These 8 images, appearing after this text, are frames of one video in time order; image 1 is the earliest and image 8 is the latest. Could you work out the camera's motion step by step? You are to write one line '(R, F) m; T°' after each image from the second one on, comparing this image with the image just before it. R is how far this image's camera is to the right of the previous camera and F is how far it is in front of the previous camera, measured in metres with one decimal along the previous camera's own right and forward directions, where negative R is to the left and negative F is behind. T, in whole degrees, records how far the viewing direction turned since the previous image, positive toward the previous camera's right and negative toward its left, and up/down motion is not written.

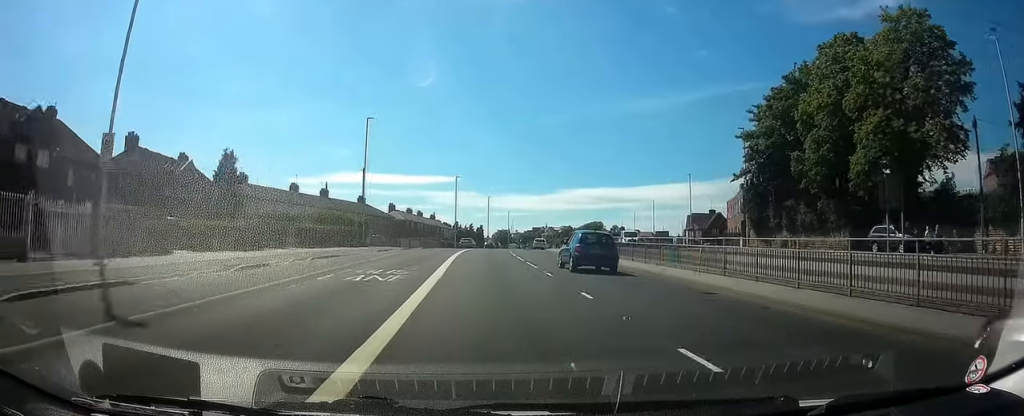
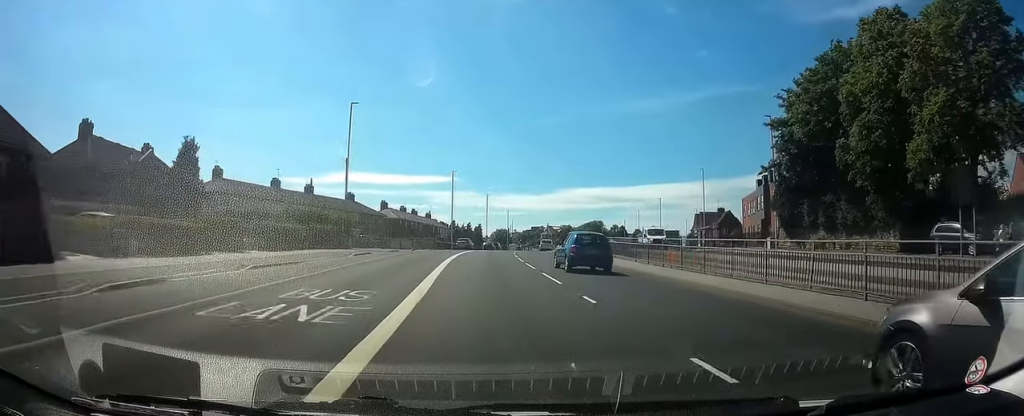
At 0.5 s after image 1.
(0.0, +6.4) m; 0°
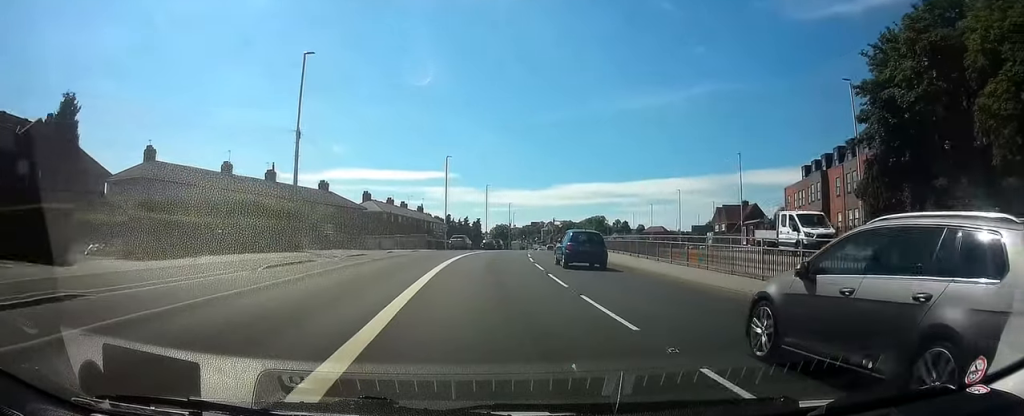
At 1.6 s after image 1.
(0.0, +13.7) m; 0°
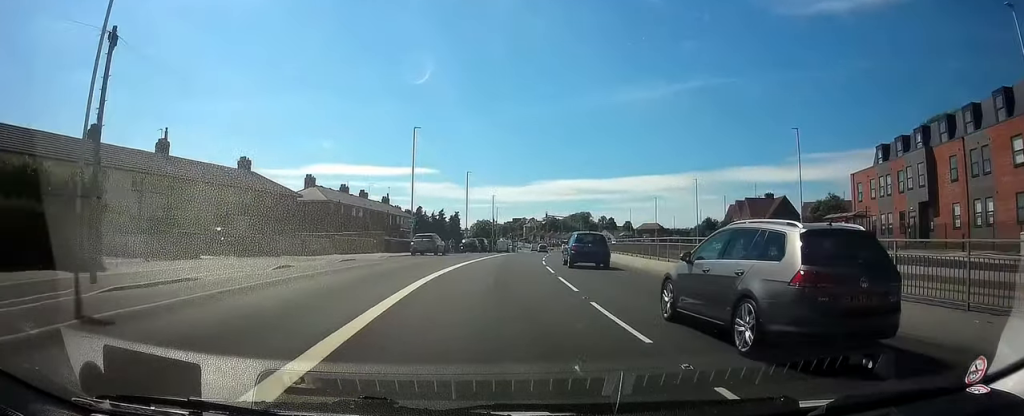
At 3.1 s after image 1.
(+0.5, +19.8) m; +3°
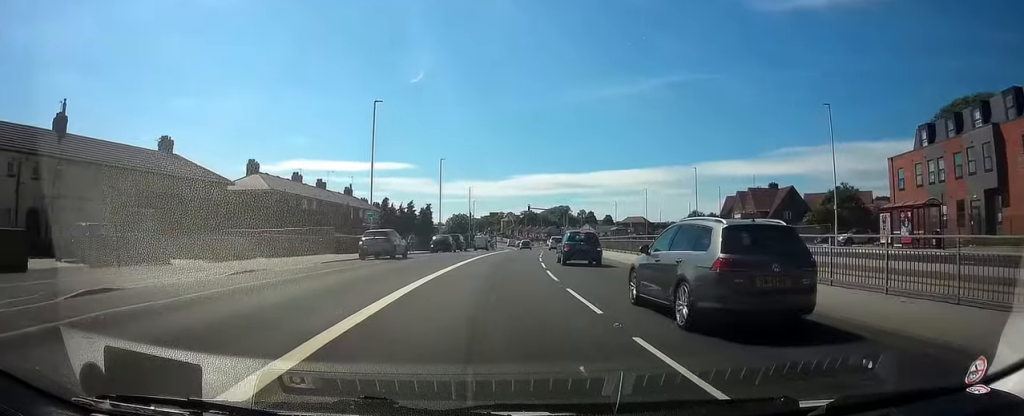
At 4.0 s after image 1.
(+0.1, +10.5) m; +1°
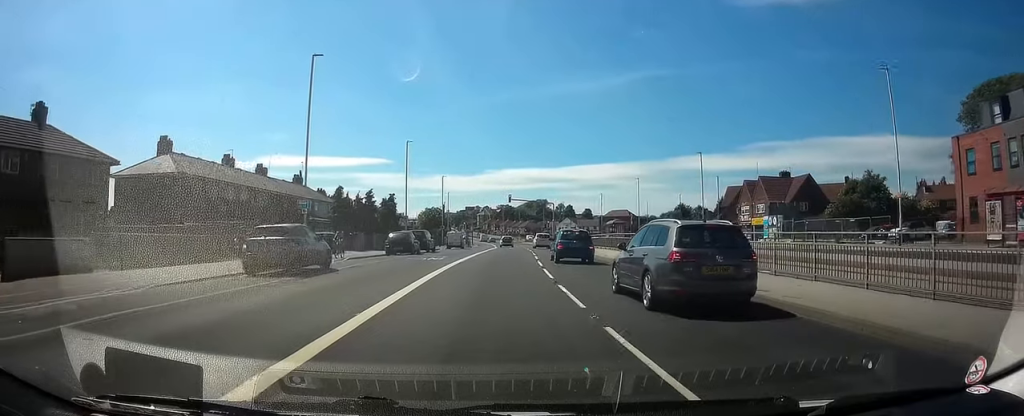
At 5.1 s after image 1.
(0.0, +12.3) m; +1°
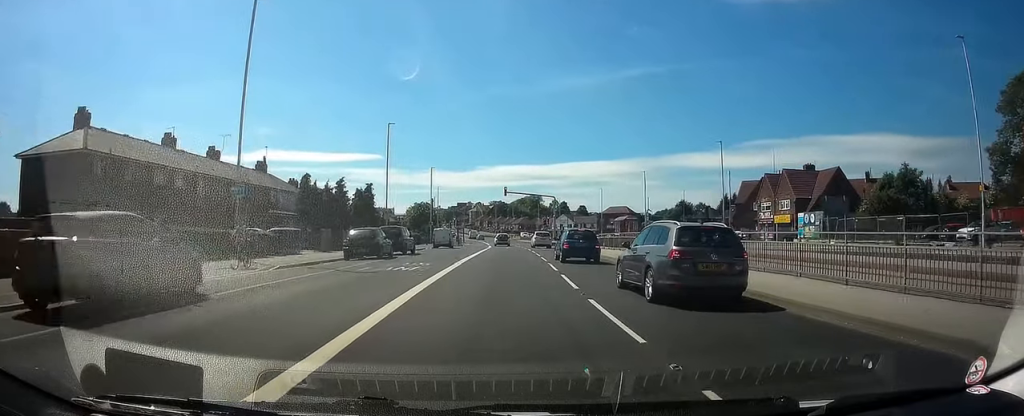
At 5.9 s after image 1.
(+0.2, +9.5) m; +2°
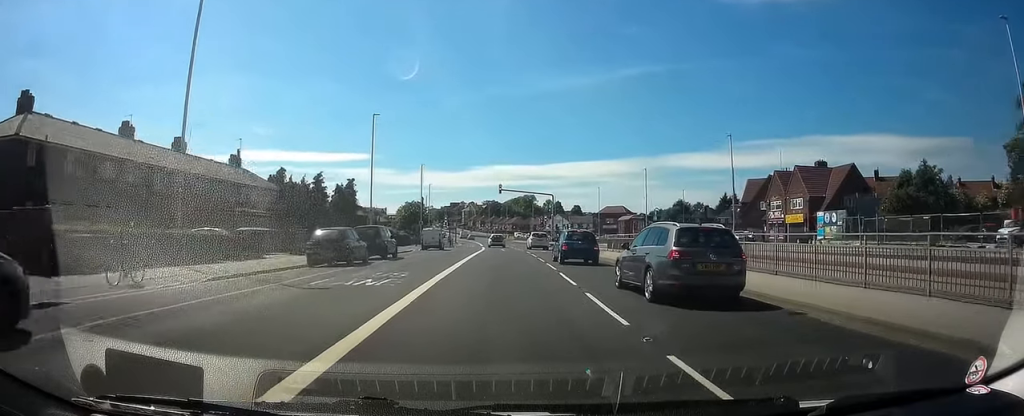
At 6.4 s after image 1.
(+0.1, +5.0) m; +1°
